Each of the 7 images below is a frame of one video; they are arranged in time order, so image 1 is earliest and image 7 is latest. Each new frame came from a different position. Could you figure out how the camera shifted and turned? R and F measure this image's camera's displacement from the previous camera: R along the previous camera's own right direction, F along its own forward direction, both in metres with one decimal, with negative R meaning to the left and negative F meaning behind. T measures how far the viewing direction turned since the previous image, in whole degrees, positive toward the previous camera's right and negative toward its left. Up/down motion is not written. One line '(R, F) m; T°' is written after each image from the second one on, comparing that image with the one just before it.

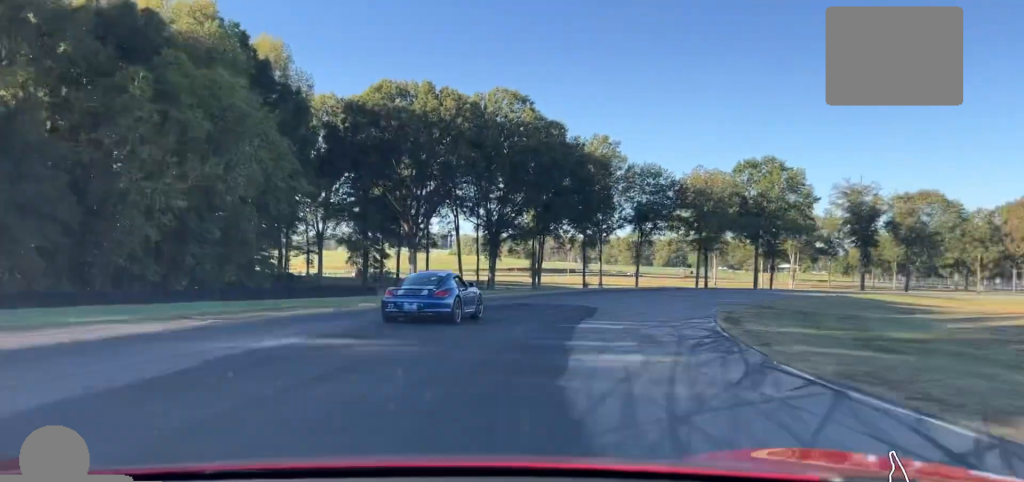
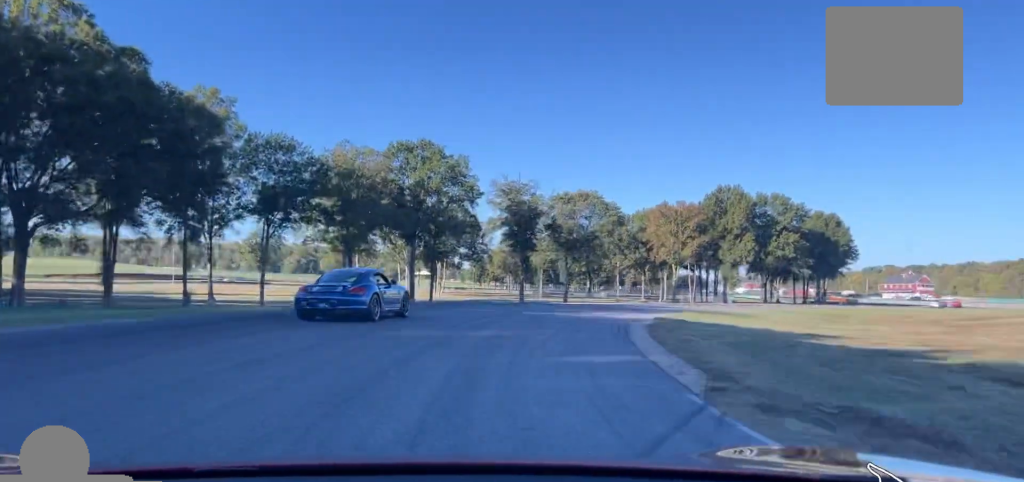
(+9.2, +34.2) m; +25°
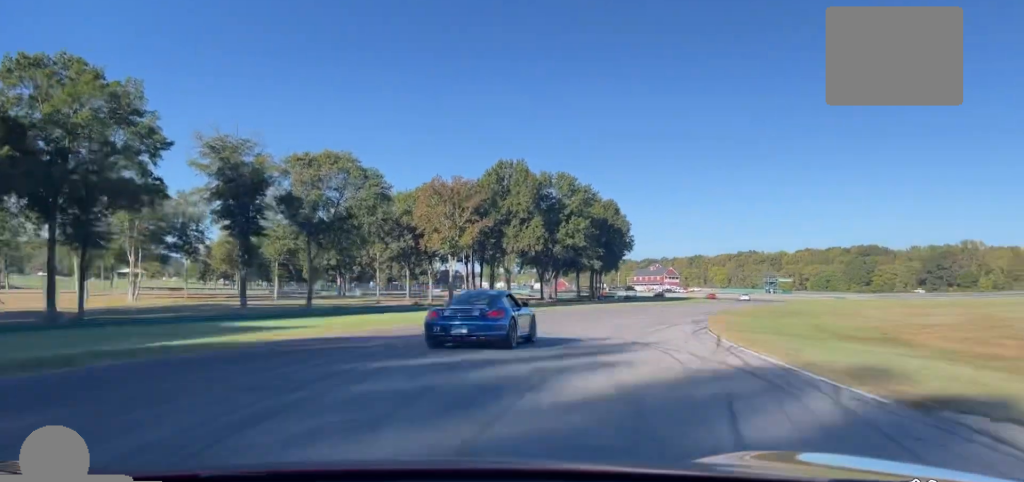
(+8.1, +41.0) m; +22°
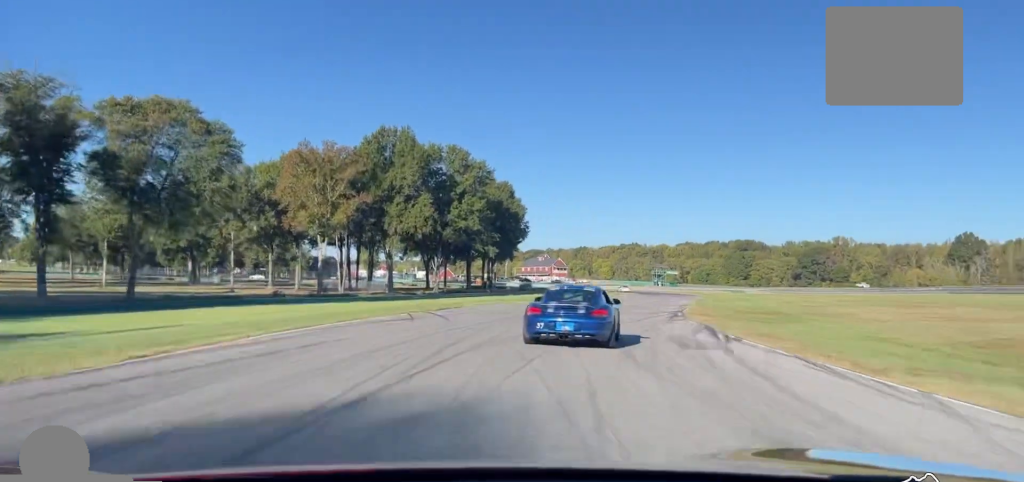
(+0.8, +20.2) m; +10°
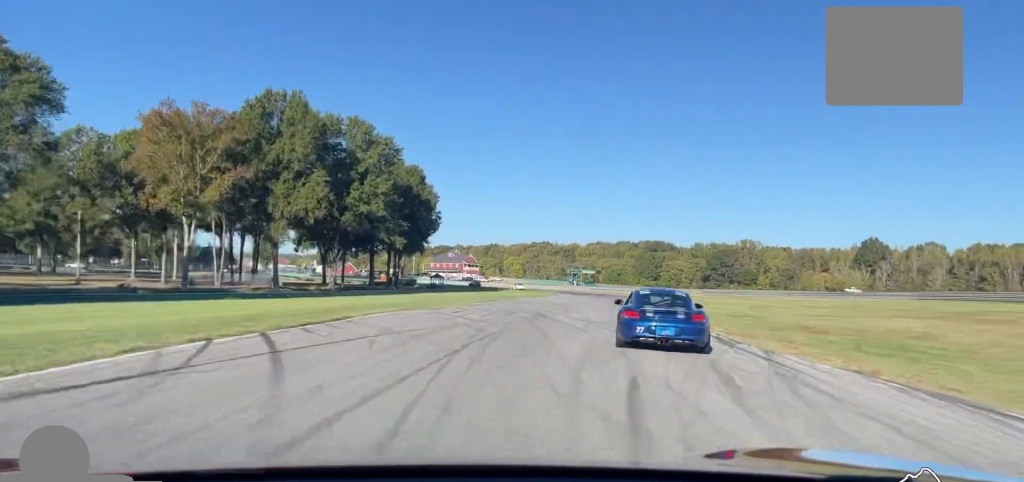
(+2.6, +18.9) m; +6°
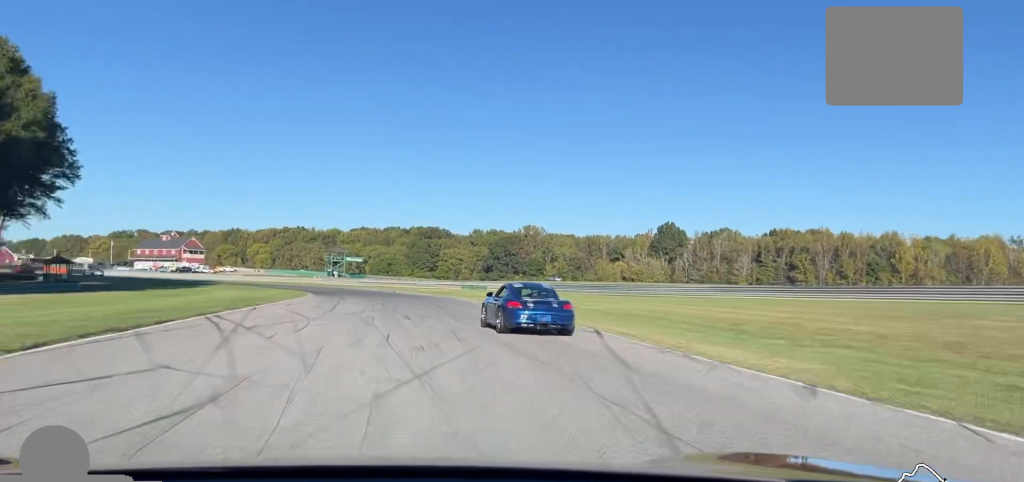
(+9.2, +69.6) m; +9°
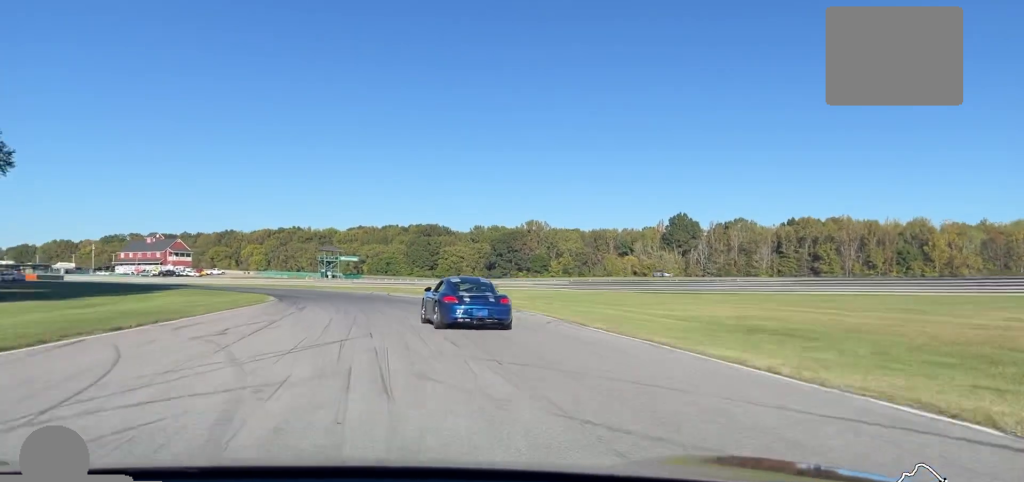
(+0.1, +16.2) m; 0°
